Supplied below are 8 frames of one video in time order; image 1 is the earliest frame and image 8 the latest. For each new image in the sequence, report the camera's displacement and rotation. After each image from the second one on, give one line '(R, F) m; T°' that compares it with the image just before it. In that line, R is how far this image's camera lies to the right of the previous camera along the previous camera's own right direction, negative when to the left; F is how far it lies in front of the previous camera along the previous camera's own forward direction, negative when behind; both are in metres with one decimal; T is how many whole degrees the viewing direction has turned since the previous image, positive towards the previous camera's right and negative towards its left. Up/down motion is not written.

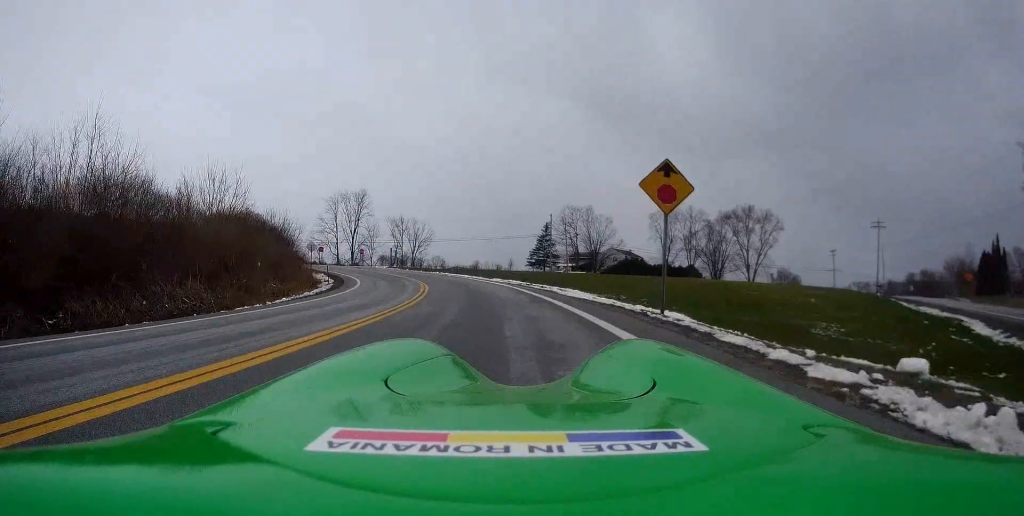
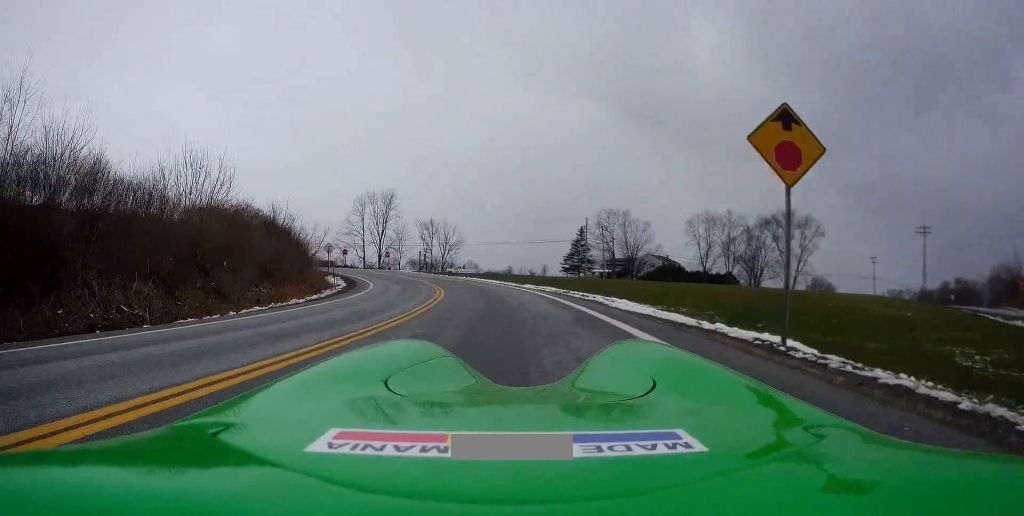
(-0.3, +4.7) m; -5°
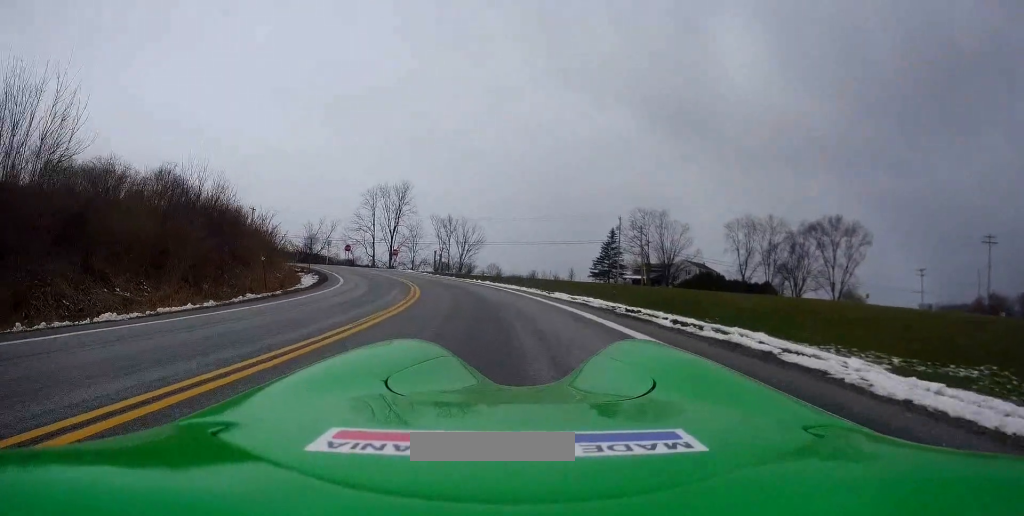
(0.0, +10.6) m; +2°
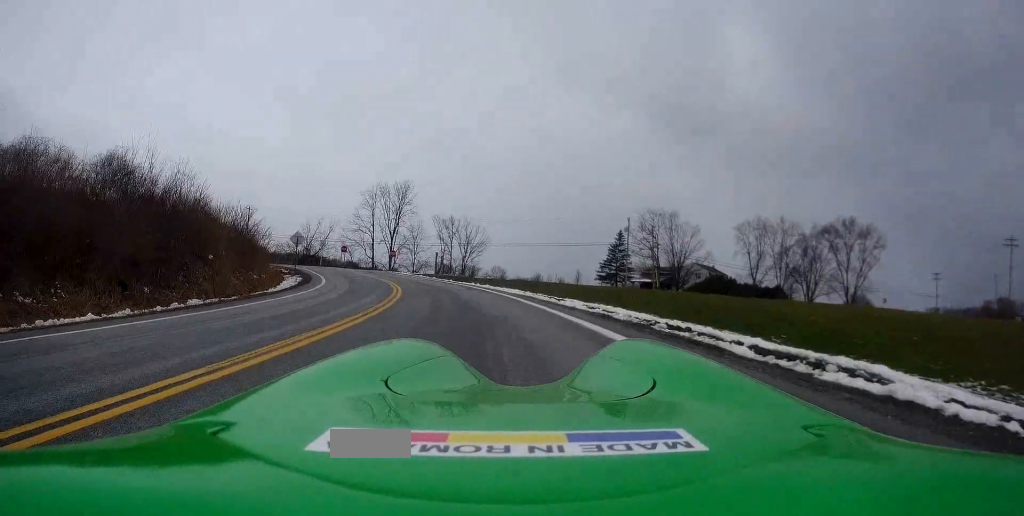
(0.0, +3.8) m; +1°
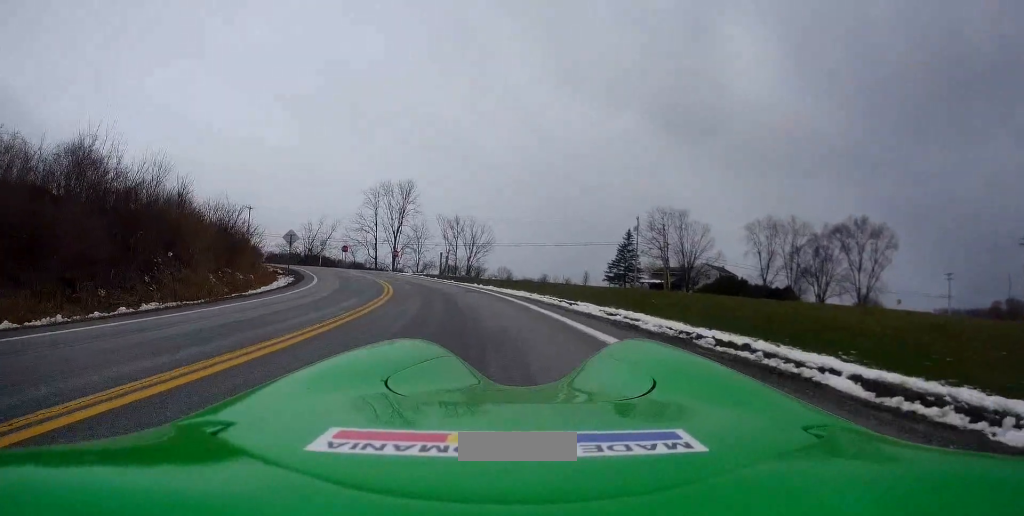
(0.0, +2.2) m; 0°
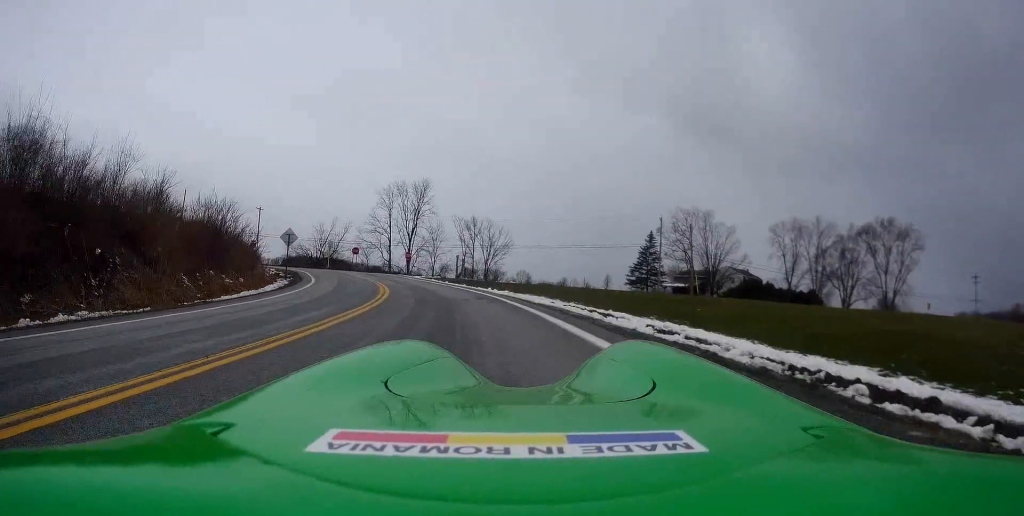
(0.0, +3.0) m; 0°
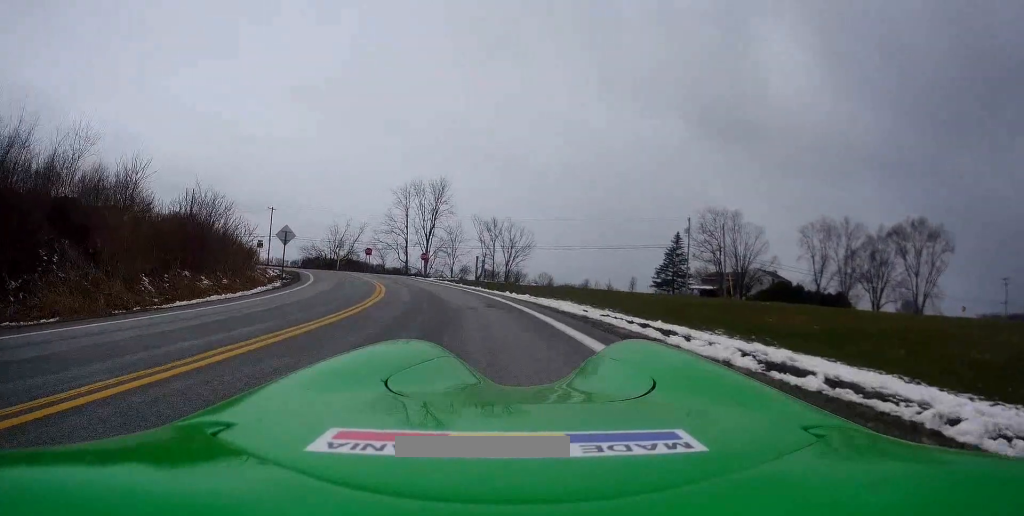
(0.0, +3.2) m; -2°
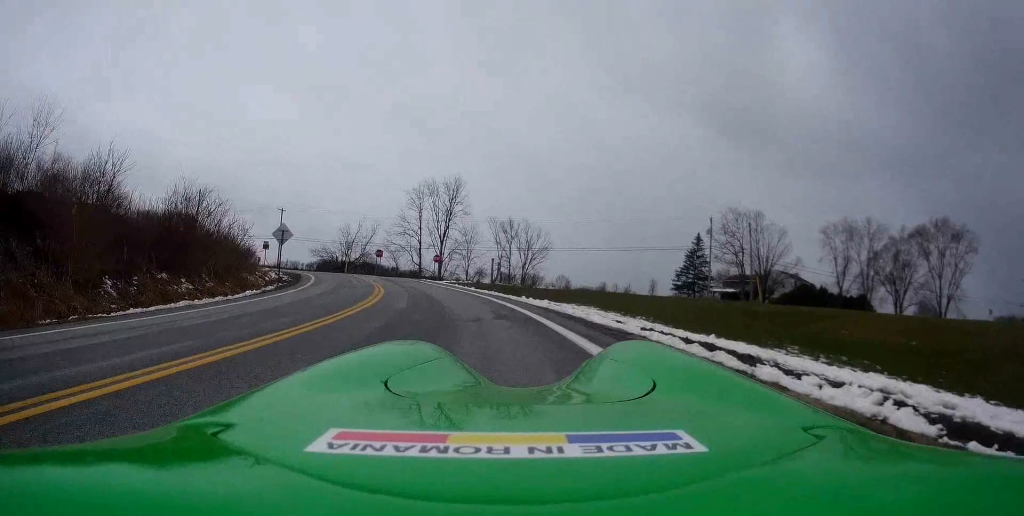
(0.0, +2.4) m; -2°
